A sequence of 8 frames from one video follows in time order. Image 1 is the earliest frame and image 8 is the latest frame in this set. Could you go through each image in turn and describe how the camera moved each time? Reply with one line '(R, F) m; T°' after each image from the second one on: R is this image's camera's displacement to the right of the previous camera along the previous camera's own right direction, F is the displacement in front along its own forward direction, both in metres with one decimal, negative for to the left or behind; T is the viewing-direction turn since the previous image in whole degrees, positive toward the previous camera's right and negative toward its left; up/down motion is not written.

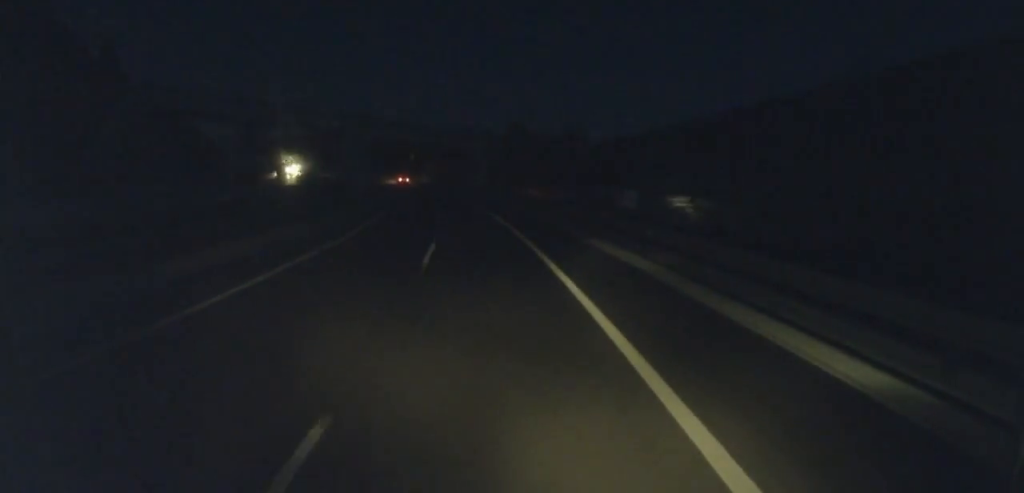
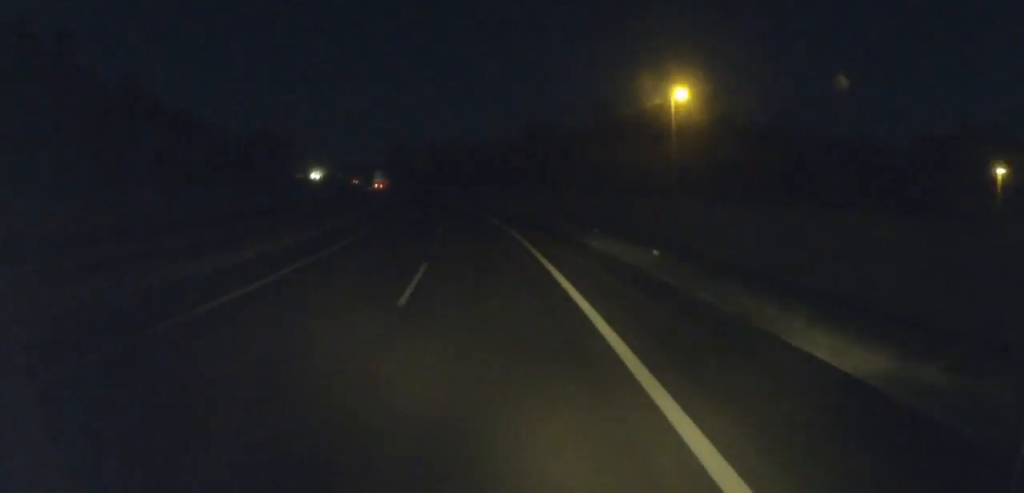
(-16.5, +124.6) m; -16°
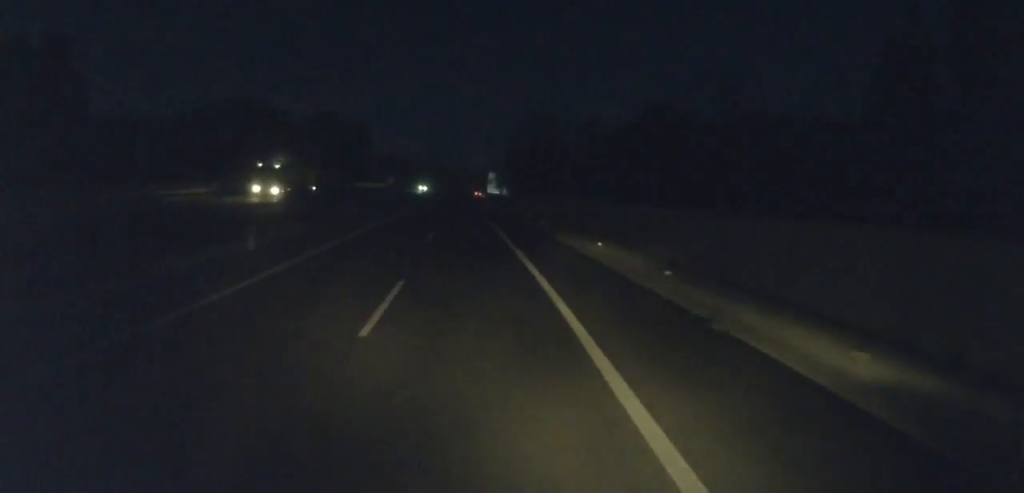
(-12.8, +109.4) m; -11°
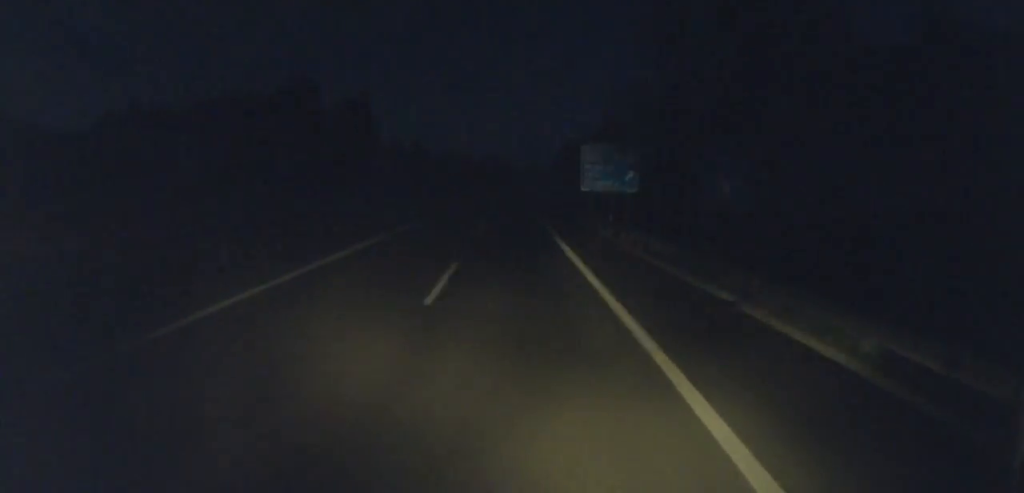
(-1.7, +67.8) m; -8°
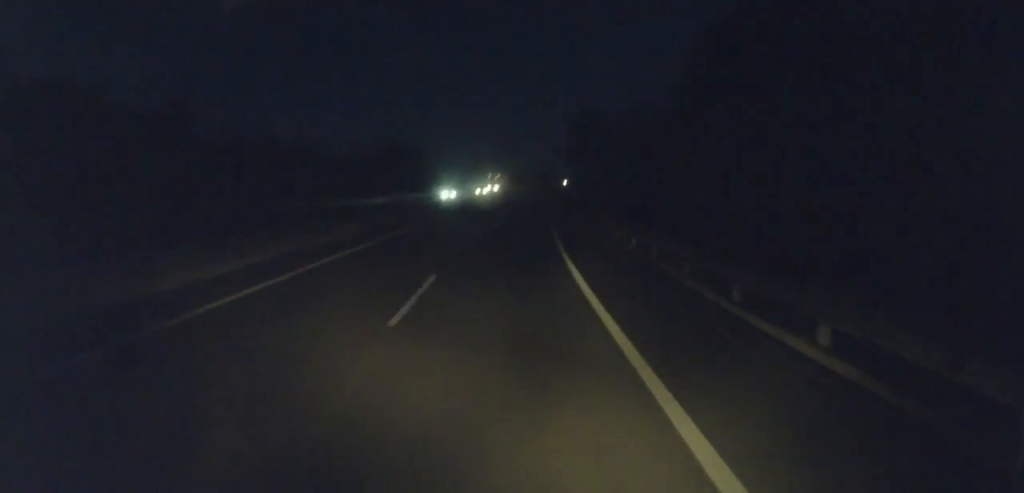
(-14.5, +102.8) m; -6°
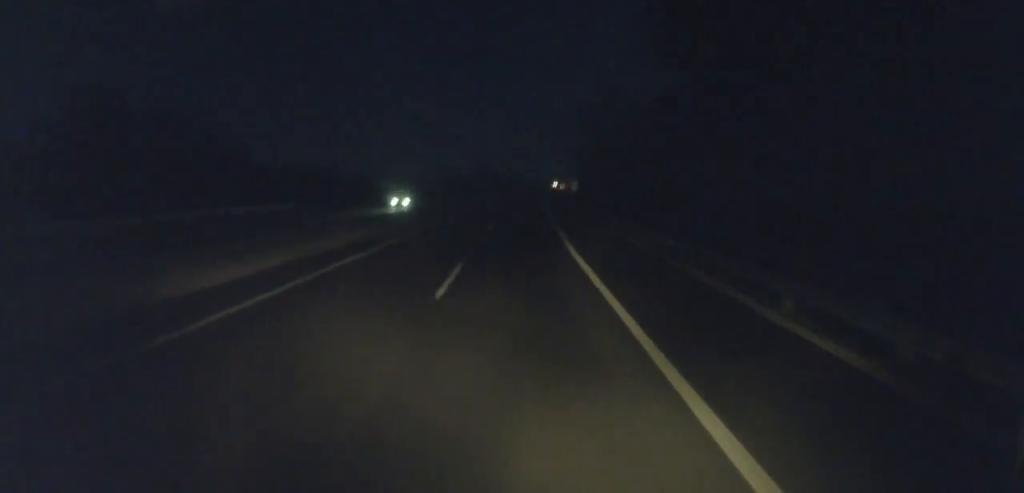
(+5.0, +82.4) m; +6°
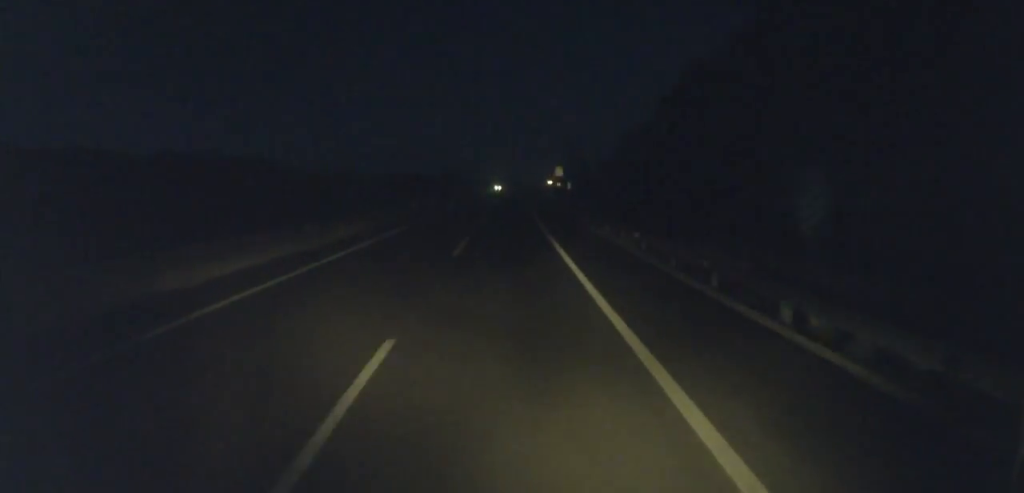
(+3.3, +60.4) m; +4°
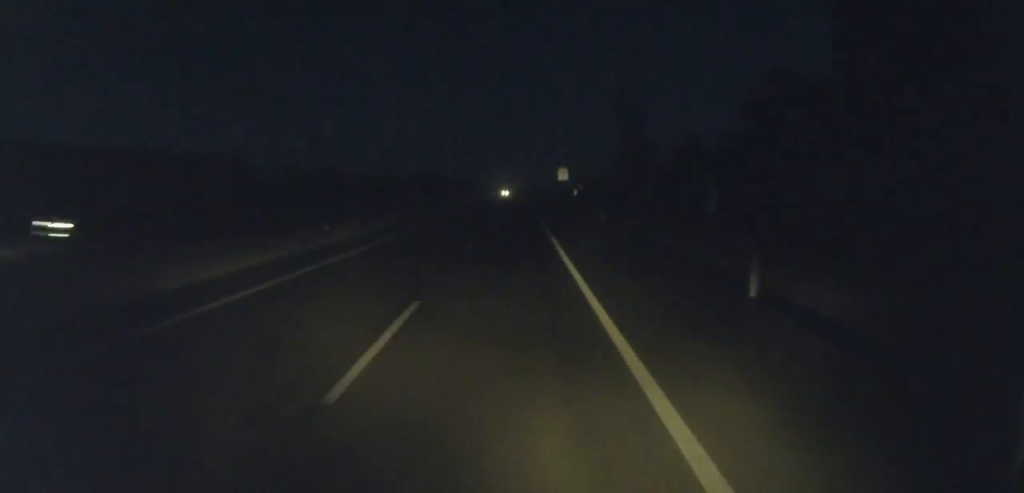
(+3.5, +80.8) m; +4°
